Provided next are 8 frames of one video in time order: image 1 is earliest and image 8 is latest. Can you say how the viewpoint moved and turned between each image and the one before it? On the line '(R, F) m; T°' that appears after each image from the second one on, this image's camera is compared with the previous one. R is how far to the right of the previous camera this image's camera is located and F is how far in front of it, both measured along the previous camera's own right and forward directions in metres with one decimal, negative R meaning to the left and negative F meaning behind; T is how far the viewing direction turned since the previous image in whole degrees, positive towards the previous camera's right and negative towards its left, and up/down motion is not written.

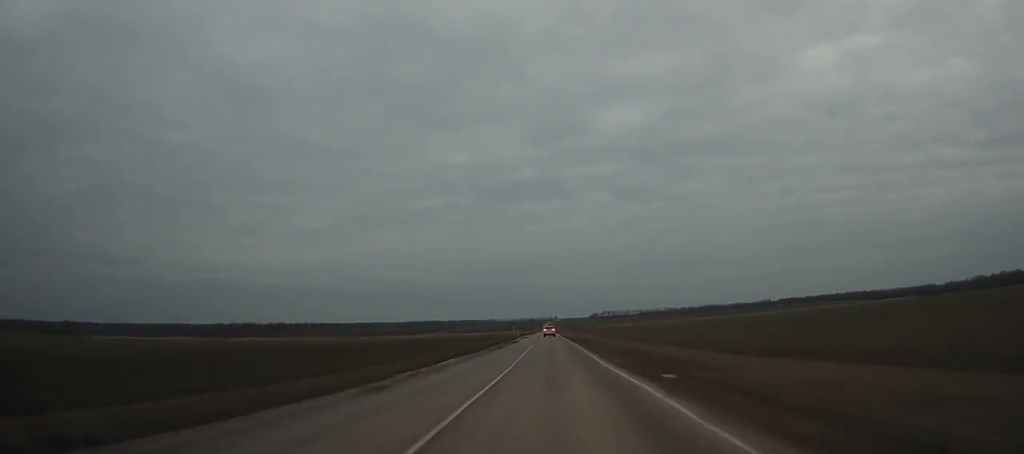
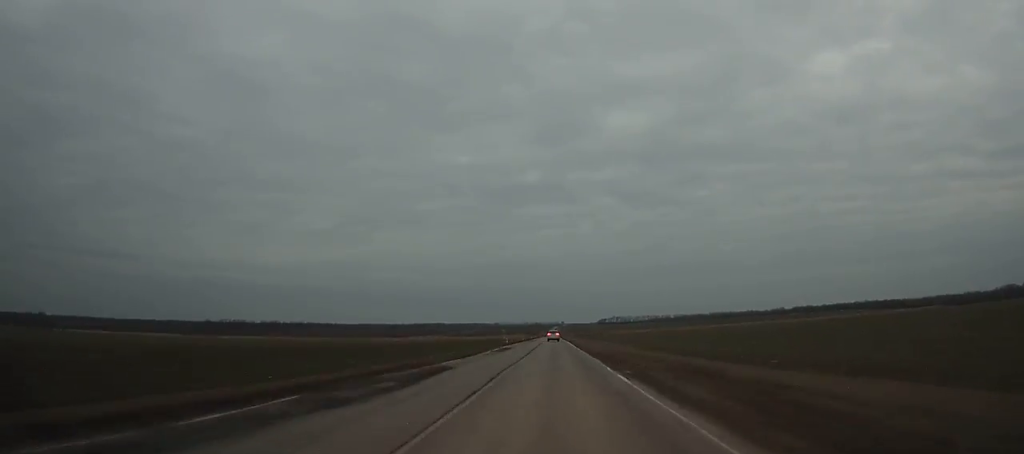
(-0.2, +48.3) m; 0°
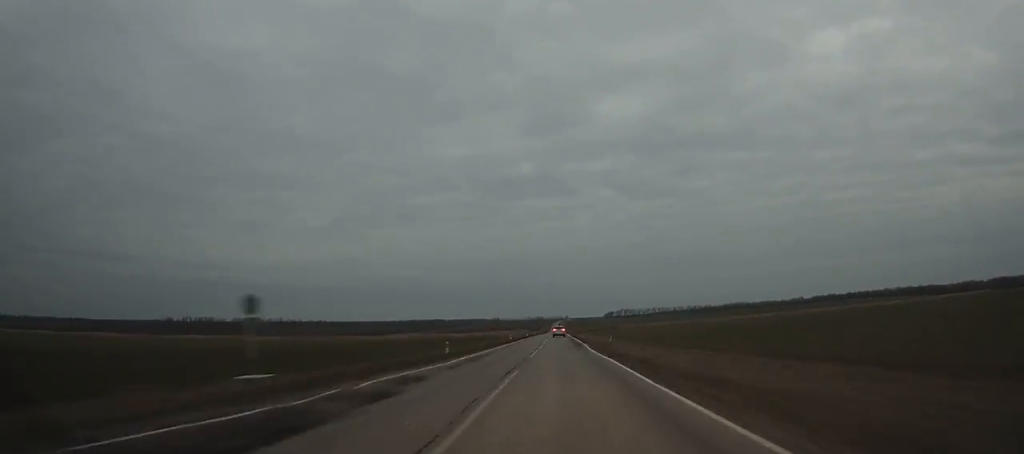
(-0.2, +100.0) m; 0°
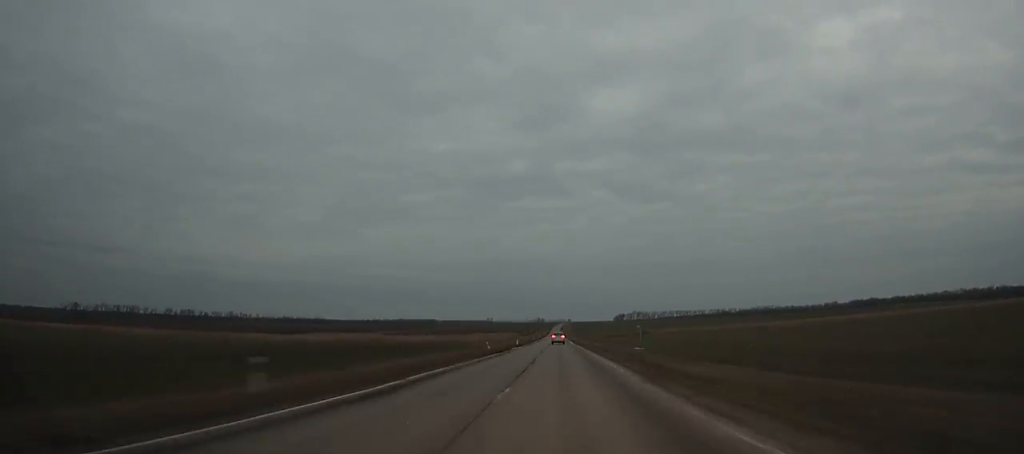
(+0.1, +168.9) m; 0°
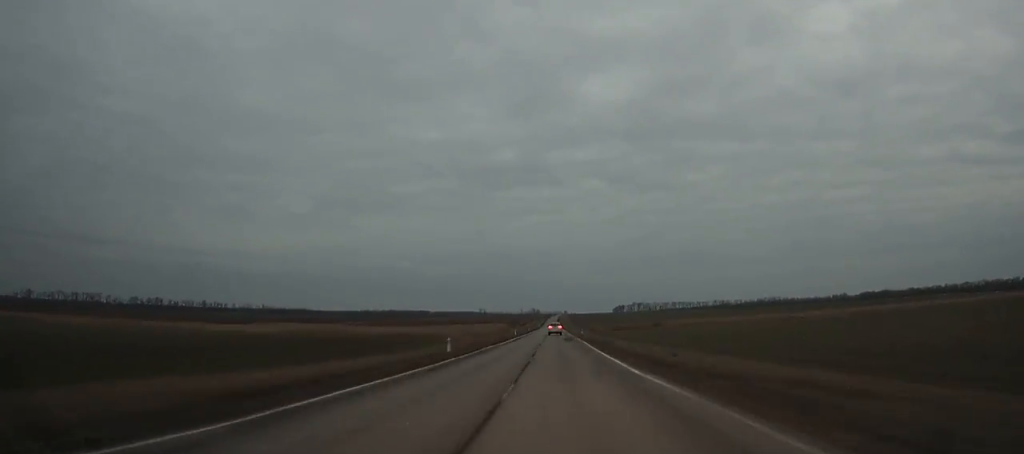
(-0.1, +60.2) m; 0°
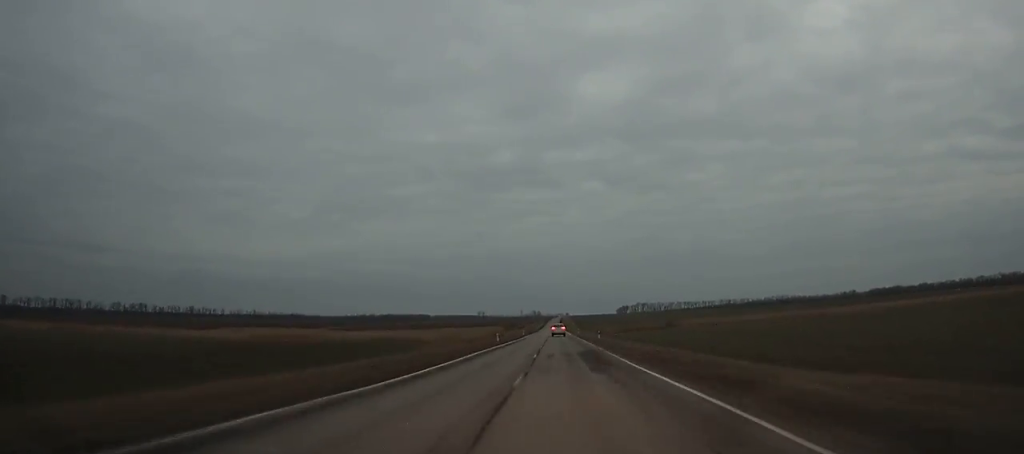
(+0.1, +32.8) m; 0°
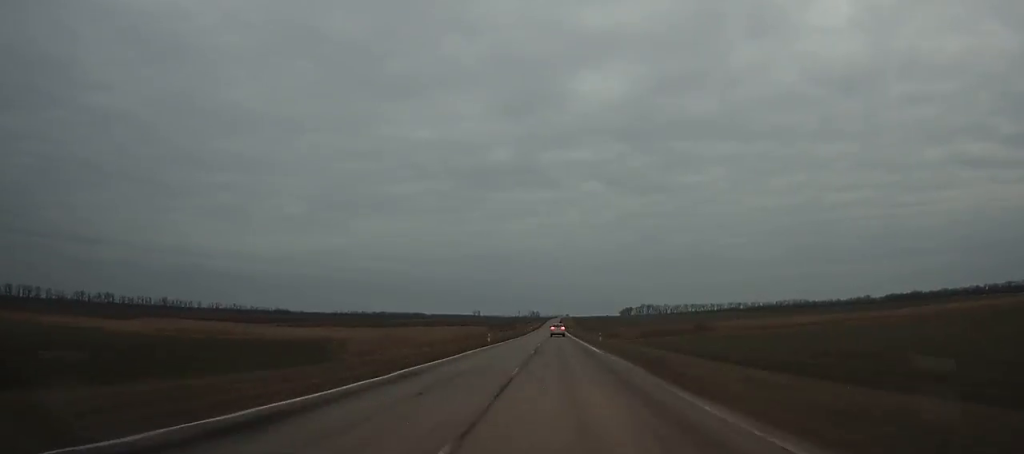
(+0.1, +57.4) m; 0°
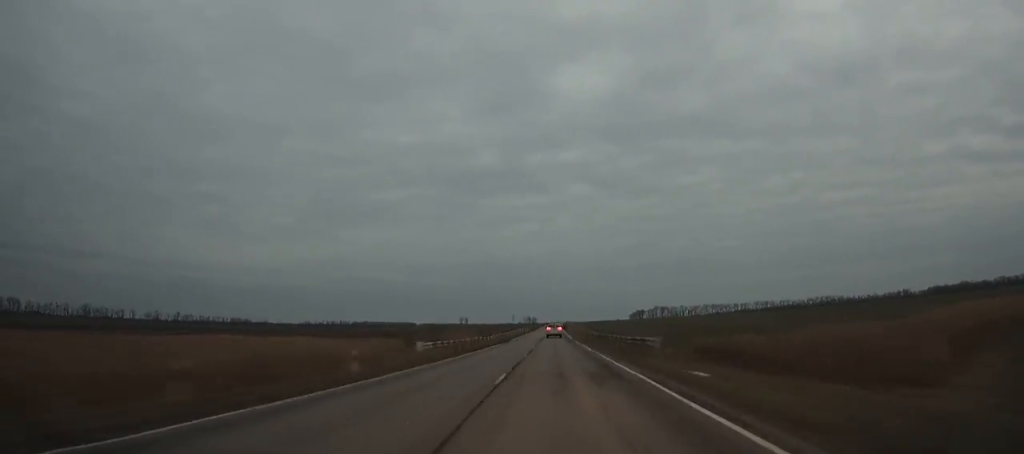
(-0.5, +133.1) m; 0°
